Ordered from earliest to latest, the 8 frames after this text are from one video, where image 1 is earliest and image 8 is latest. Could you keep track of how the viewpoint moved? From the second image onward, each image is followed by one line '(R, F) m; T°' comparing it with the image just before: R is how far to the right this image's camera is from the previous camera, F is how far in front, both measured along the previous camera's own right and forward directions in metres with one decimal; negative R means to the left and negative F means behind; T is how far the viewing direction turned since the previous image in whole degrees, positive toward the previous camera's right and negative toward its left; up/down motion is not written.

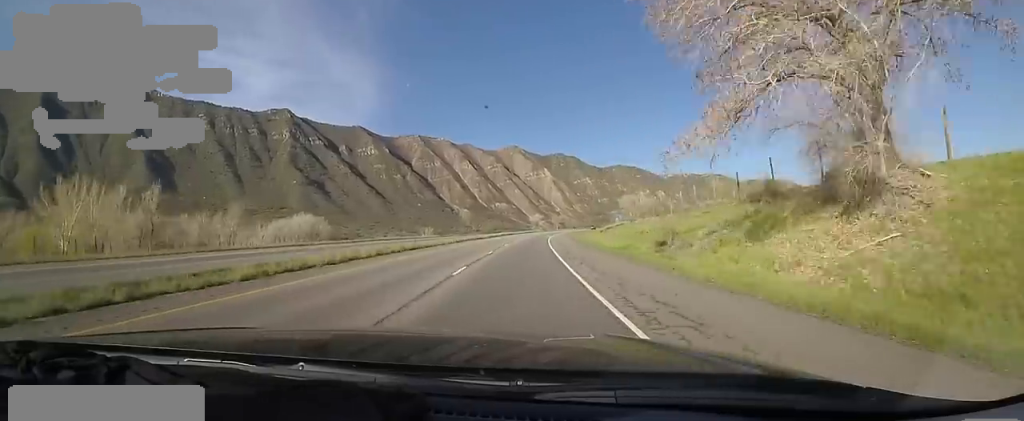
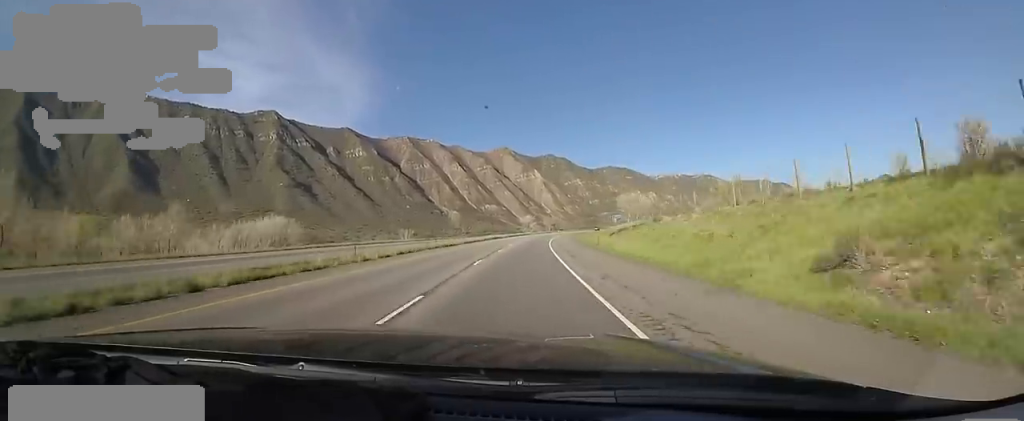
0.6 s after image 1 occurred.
(+0.1, +18.7) m; +1°
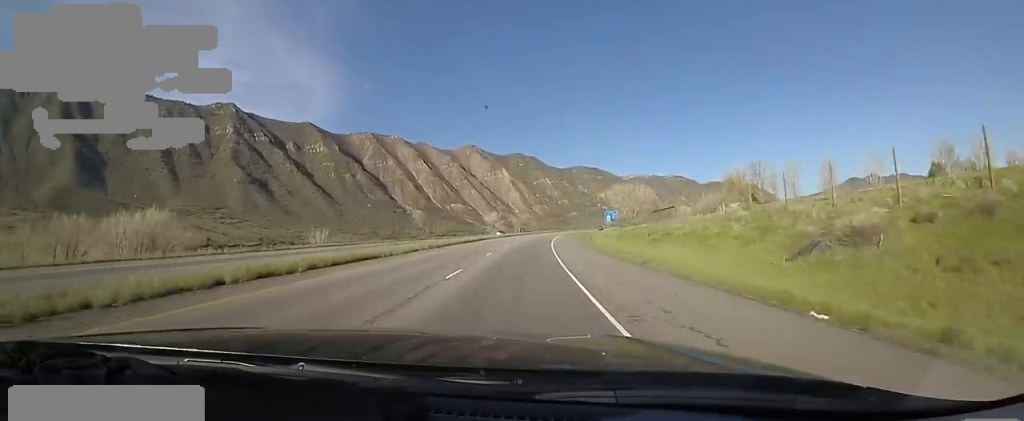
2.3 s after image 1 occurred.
(+0.9, +53.1) m; +3°
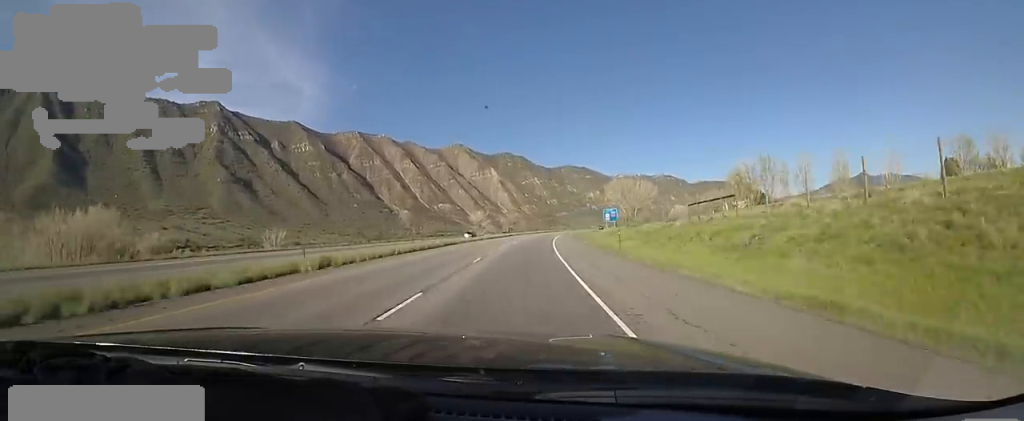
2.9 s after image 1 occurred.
(+0.7, +17.5) m; +1°
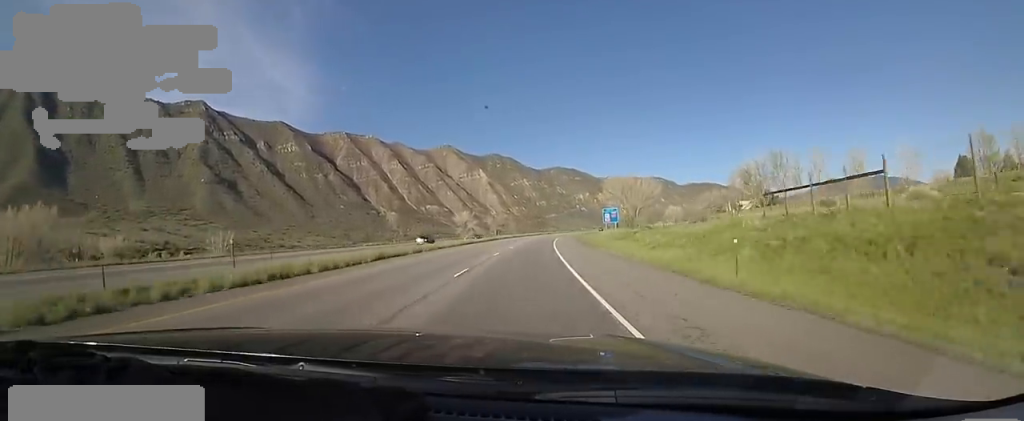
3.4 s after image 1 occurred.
(+0.3, +16.5) m; +1°
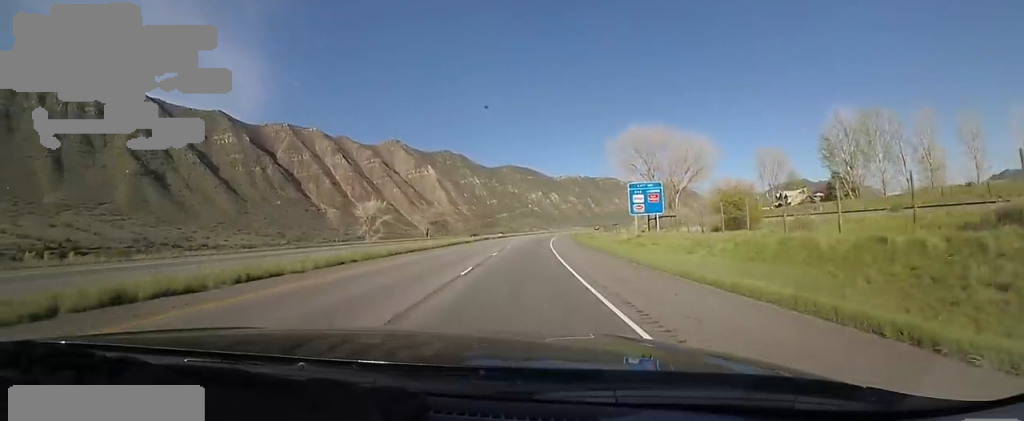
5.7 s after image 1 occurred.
(+4.8, +69.9) m; +8°
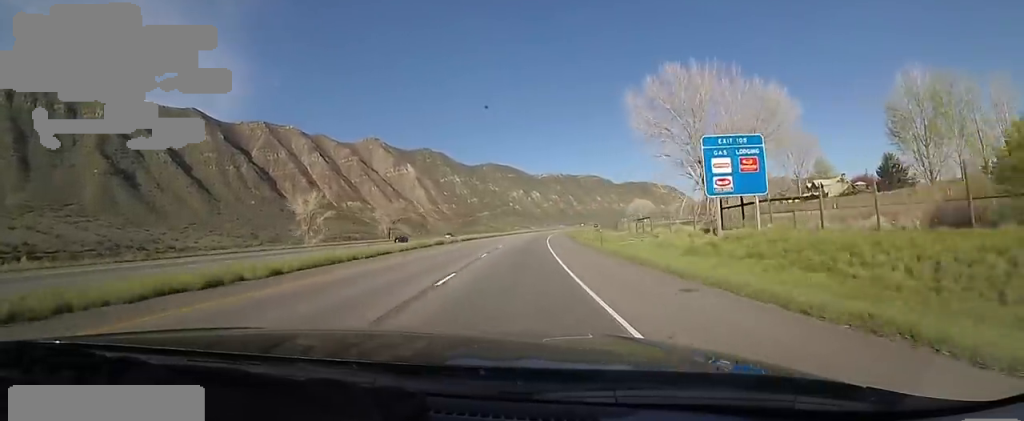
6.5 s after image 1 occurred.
(+0.3, +27.0) m; +3°
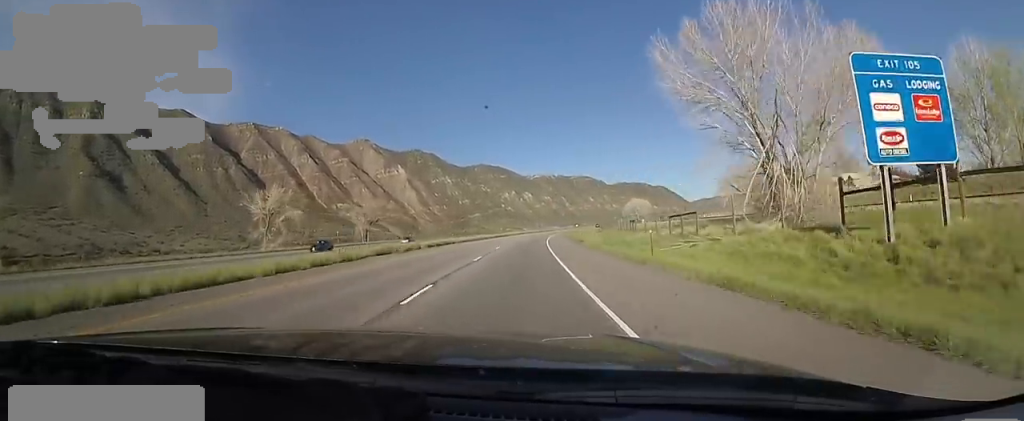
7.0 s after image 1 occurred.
(+0.7, +14.6) m; +1°
